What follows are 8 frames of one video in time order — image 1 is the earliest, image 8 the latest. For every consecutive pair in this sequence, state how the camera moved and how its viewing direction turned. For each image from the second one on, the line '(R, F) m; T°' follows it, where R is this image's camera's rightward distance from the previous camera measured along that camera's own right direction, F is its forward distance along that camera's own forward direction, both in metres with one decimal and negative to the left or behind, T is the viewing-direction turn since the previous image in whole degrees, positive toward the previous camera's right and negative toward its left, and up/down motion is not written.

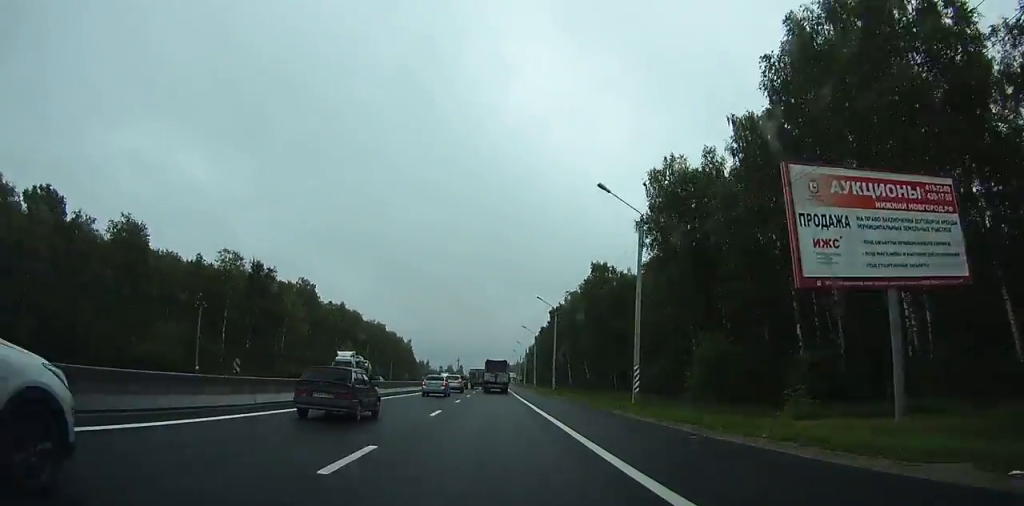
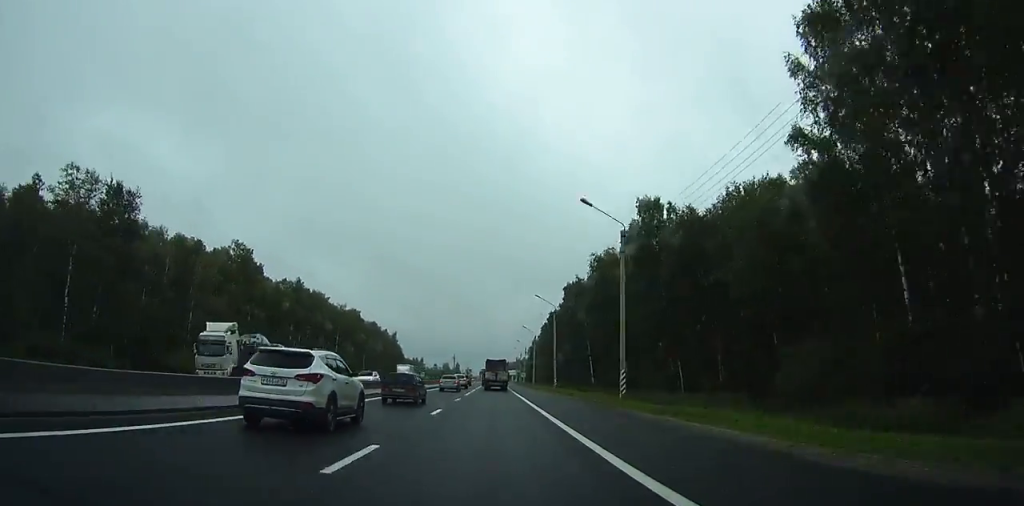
(0.0, +32.4) m; 0°
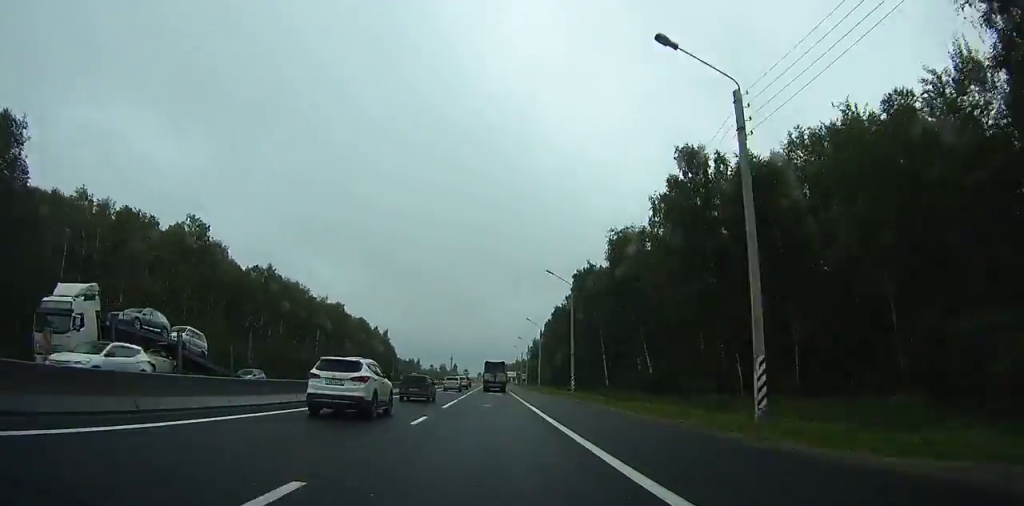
(0.0, +13.8) m; 0°
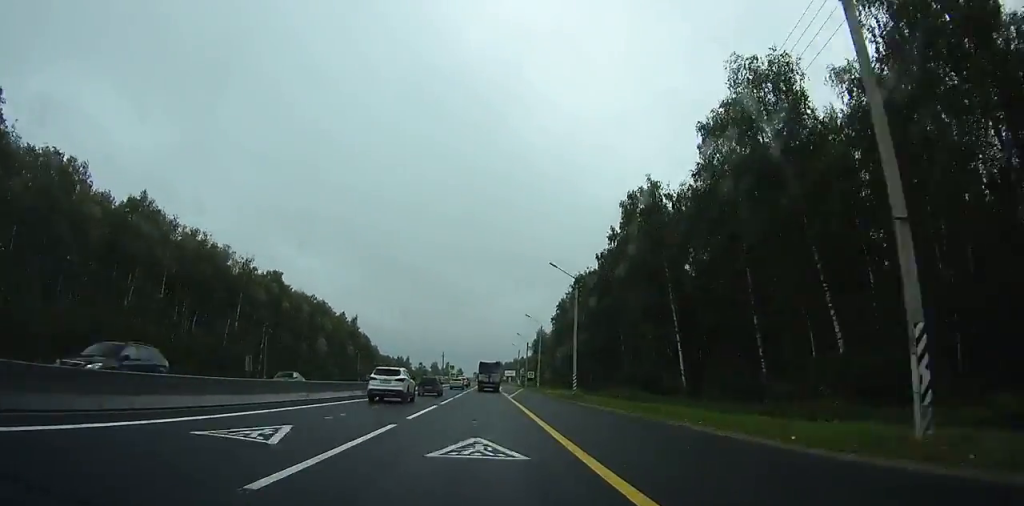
(+0.2, +36.3) m; 0°
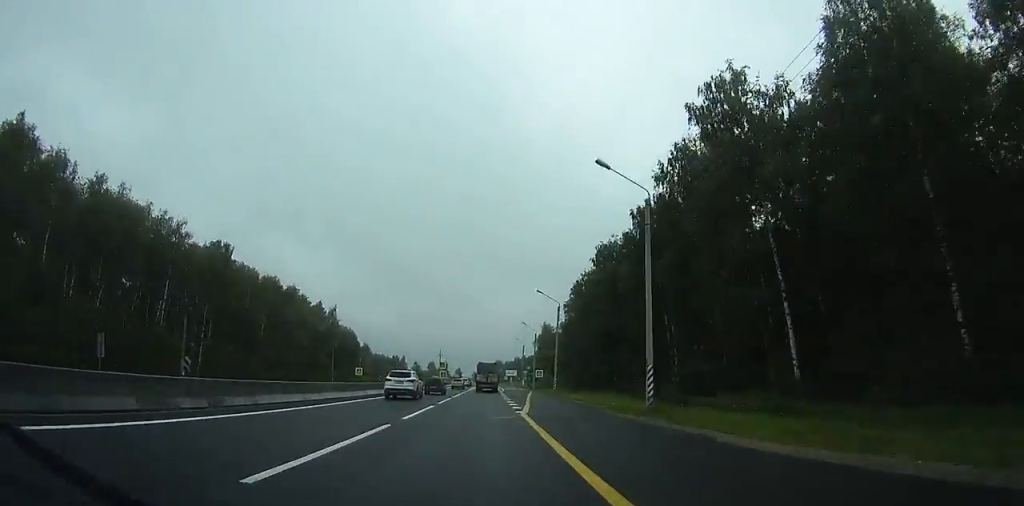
(0.0, +20.1) m; 0°
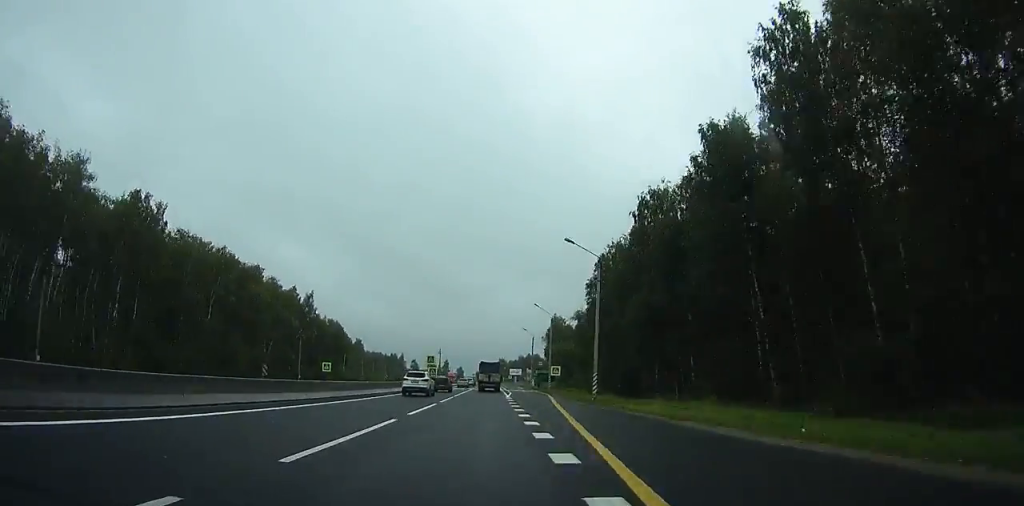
(+0.1, +20.3) m; 0°
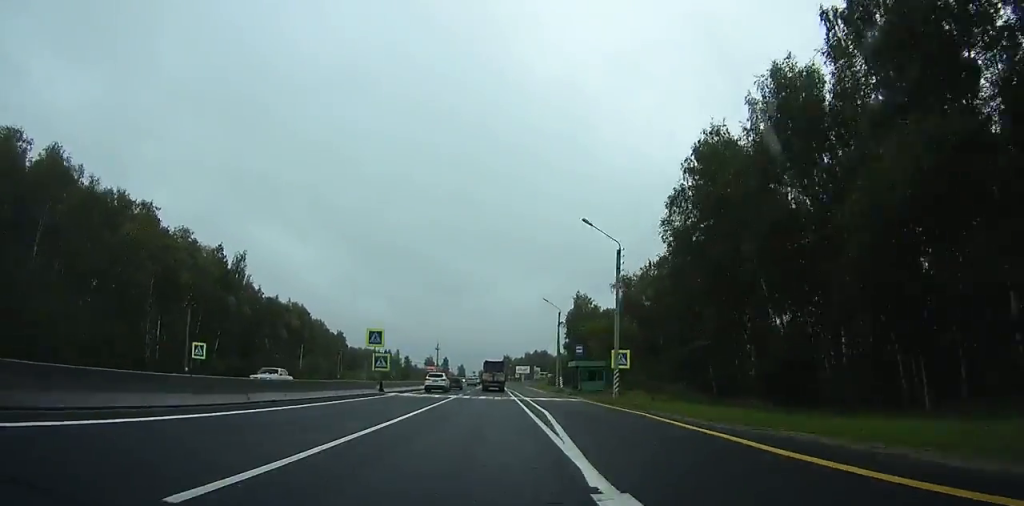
(-0.1, +36.0) m; 0°
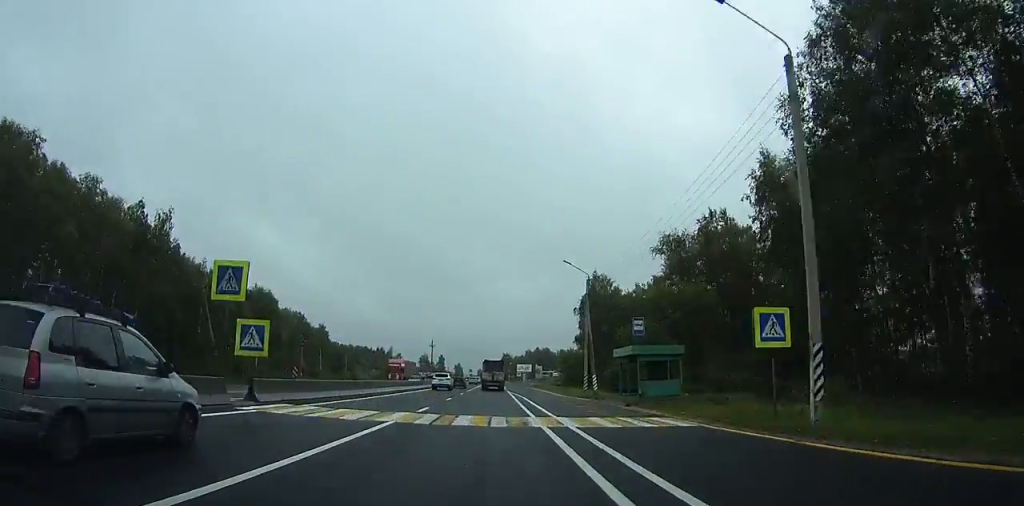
(0.0, +22.2) m; 0°
